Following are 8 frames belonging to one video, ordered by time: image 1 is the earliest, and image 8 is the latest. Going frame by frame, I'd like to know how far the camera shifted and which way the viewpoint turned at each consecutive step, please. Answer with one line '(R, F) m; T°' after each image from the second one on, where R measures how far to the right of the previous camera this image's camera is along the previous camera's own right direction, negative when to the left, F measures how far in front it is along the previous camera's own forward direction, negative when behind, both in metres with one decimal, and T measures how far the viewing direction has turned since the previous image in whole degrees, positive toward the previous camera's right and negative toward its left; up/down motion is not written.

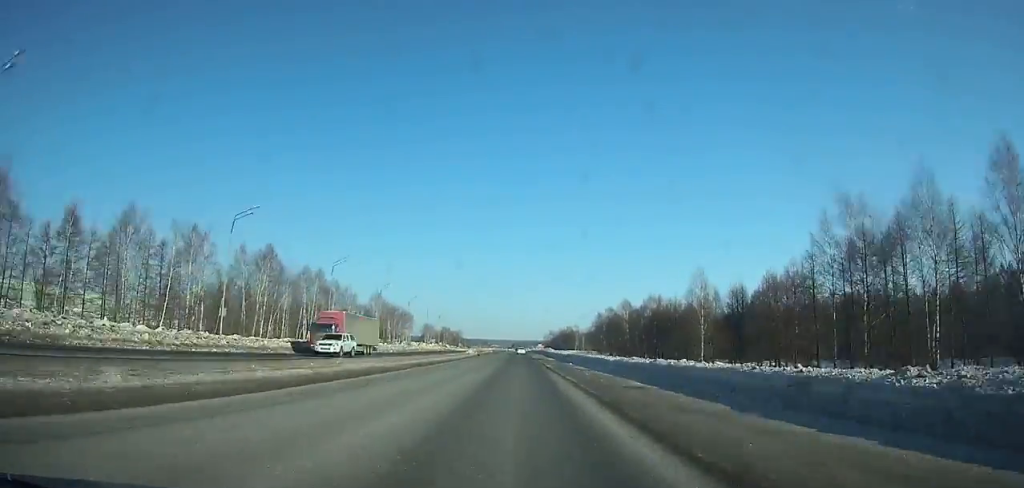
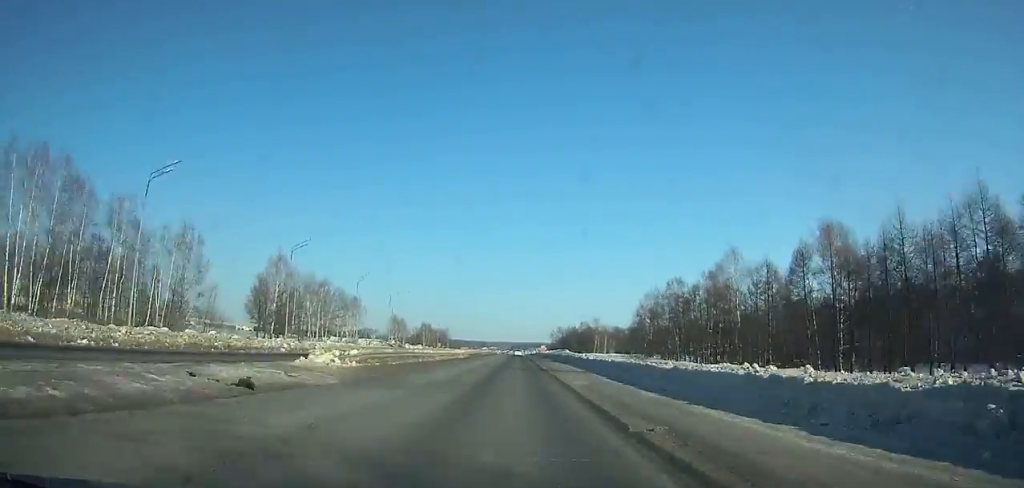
(+0.1, +72.9) m; 0°
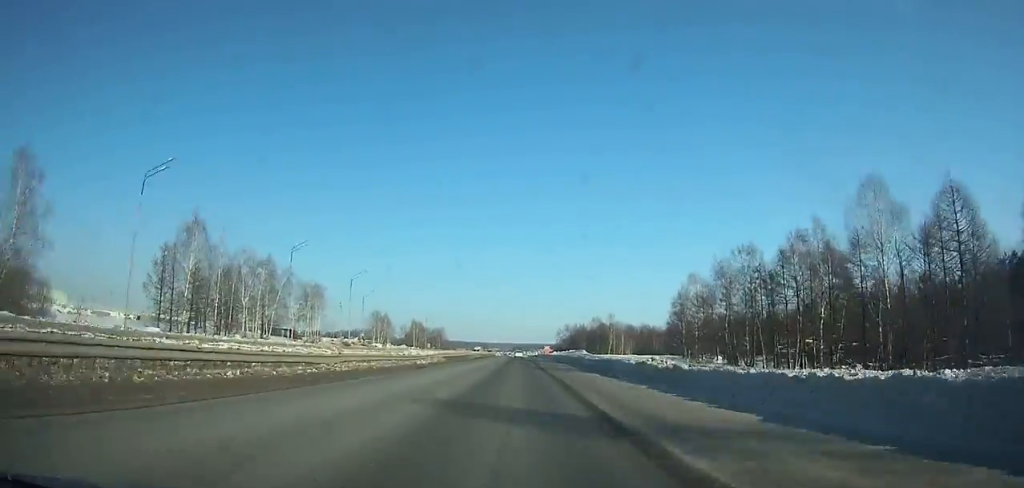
(-0.1, +29.4) m; 0°
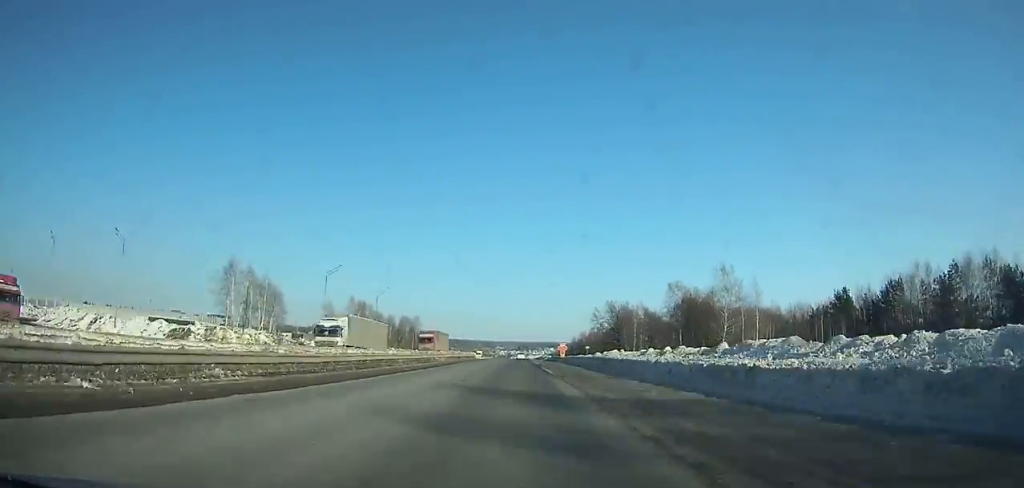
(+0.1, +95.6) m; 0°
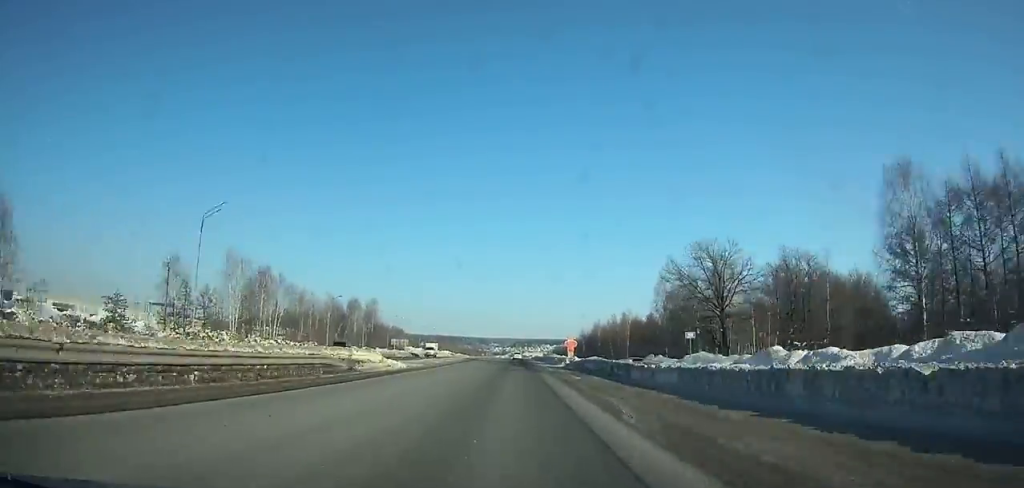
(+0.2, +62.2) m; 0°
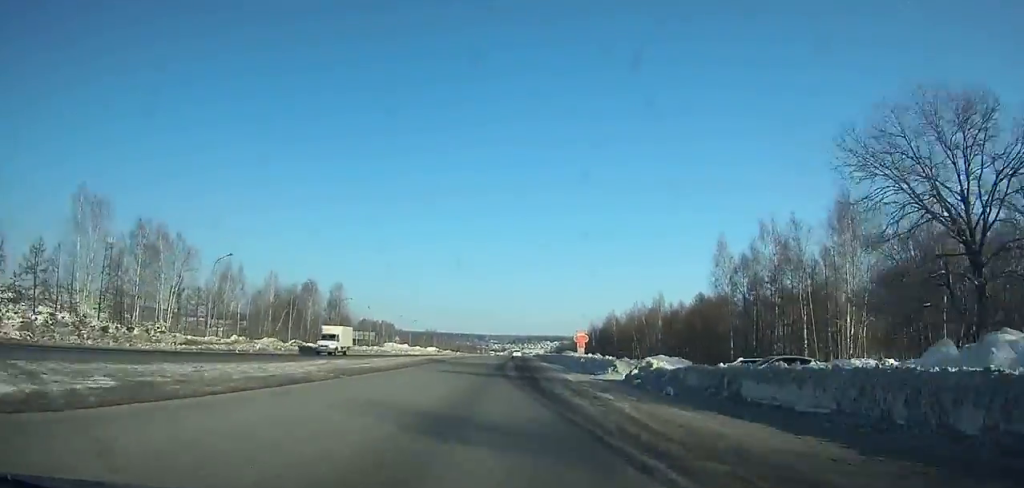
(+0.1, +34.4) m; 0°
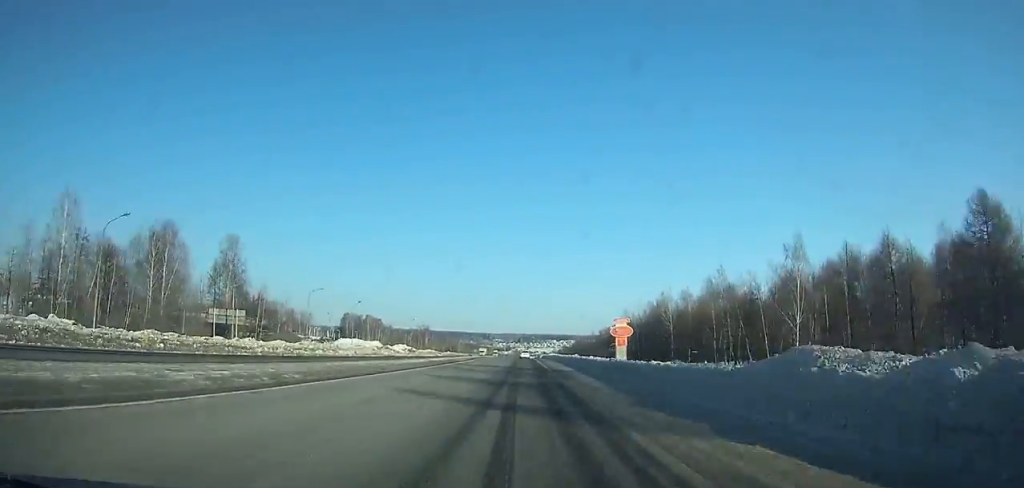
(-0.2, +55.7) m; 0°
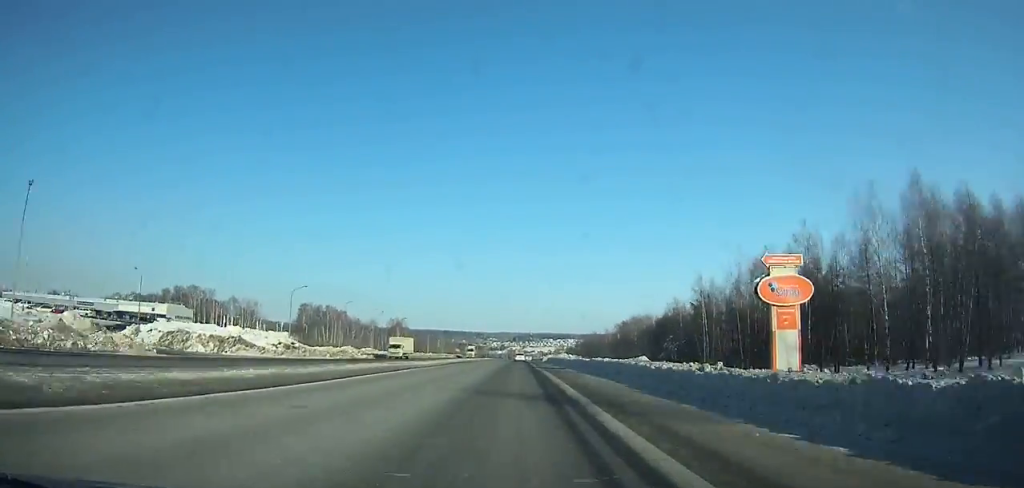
(+0.2, +68.0) m; 0°
